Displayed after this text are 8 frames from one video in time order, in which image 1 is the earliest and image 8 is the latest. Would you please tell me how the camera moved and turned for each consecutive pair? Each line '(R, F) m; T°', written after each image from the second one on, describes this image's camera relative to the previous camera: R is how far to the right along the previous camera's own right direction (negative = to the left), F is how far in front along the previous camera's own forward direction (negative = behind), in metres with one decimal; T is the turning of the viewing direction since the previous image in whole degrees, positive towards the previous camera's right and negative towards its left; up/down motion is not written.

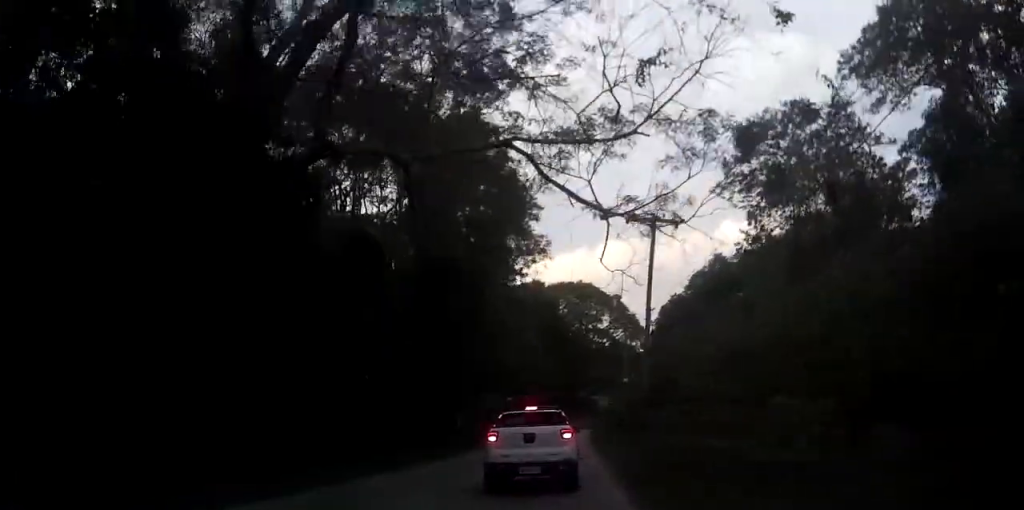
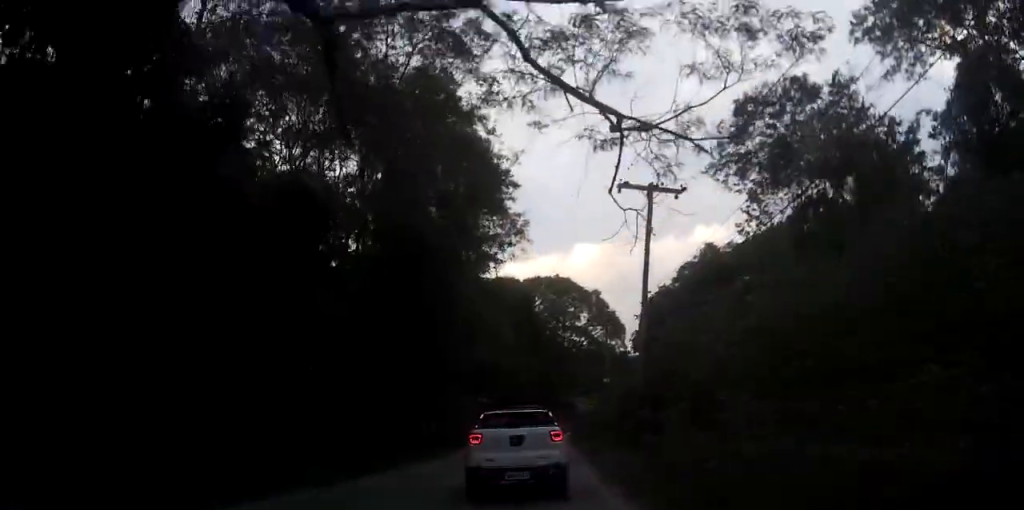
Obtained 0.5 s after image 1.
(0.0, +4.6) m; 0°
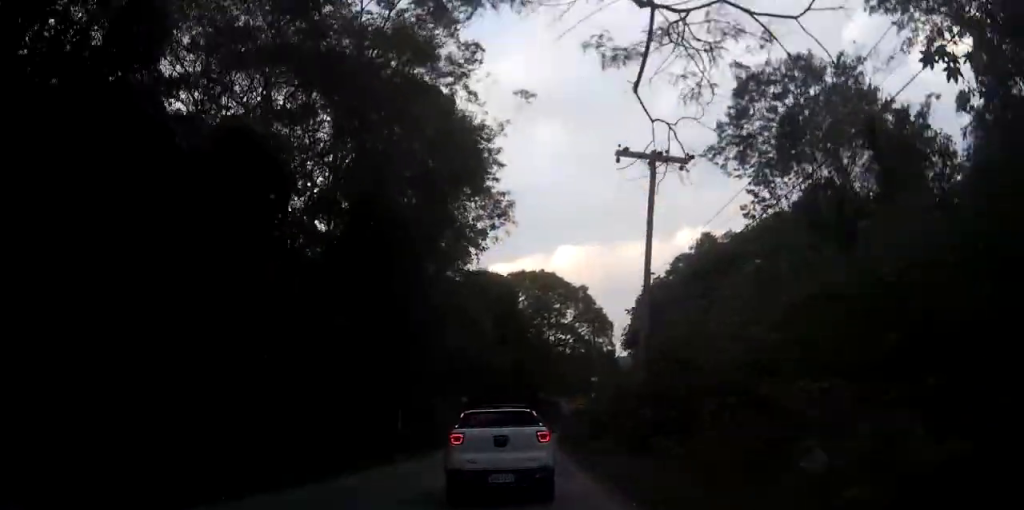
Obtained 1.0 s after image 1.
(0.0, +3.7) m; 0°
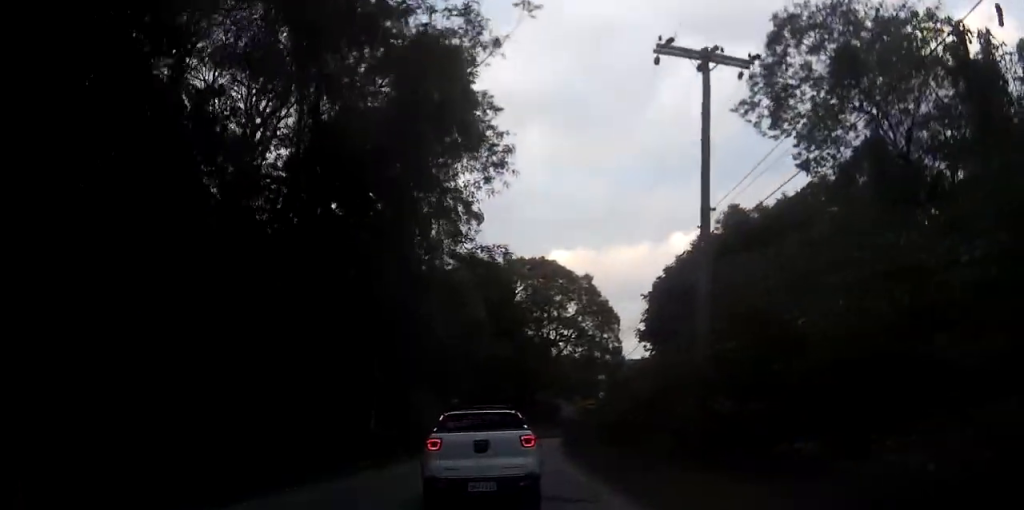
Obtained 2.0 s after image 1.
(0.0, +8.0) m; +1°
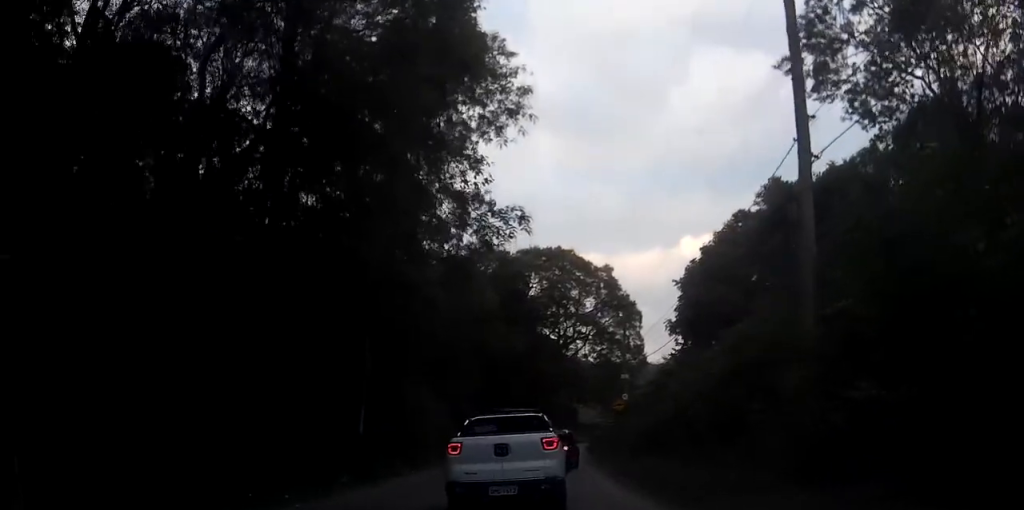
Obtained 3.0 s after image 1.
(+0.1, +5.9) m; +1°
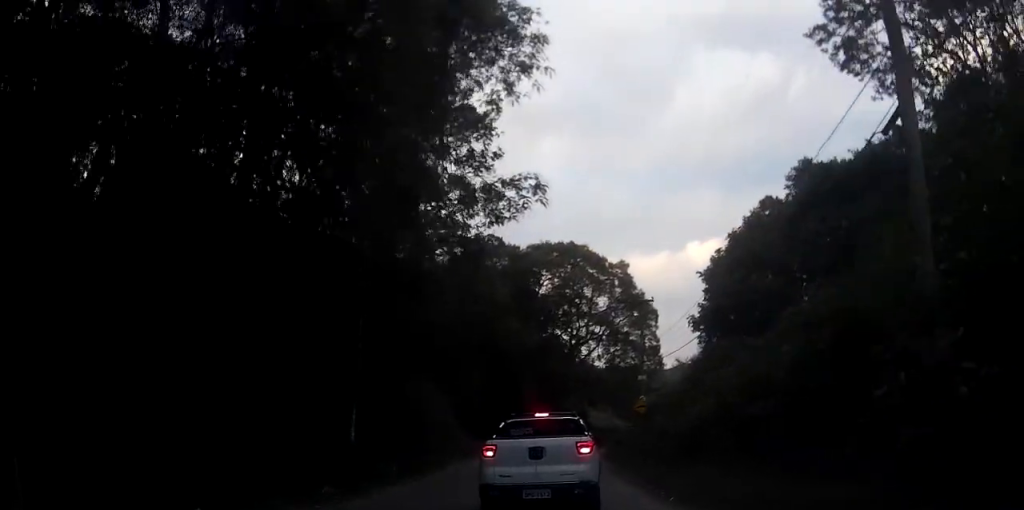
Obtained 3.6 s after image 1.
(0.0, +3.3) m; 0°
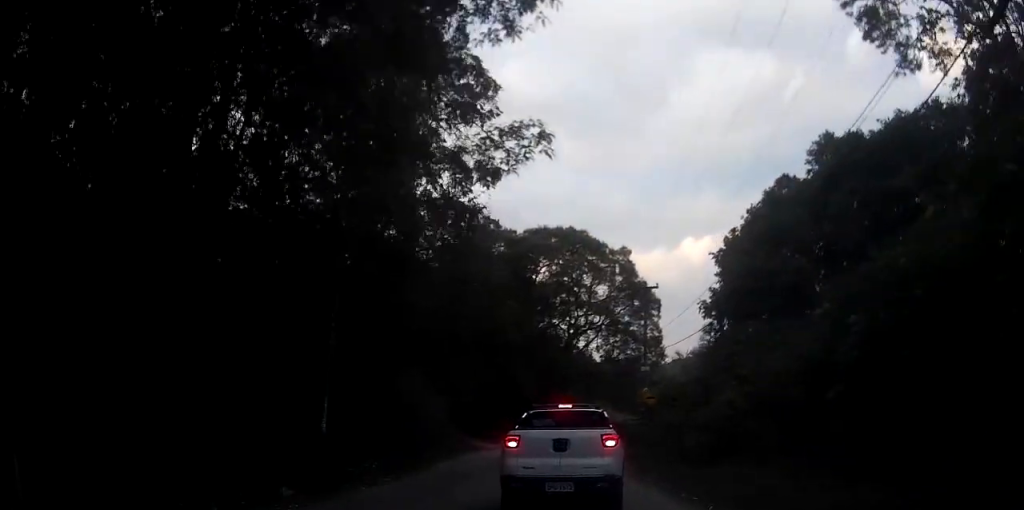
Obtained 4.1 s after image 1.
(0.0, +3.1) m; 0°
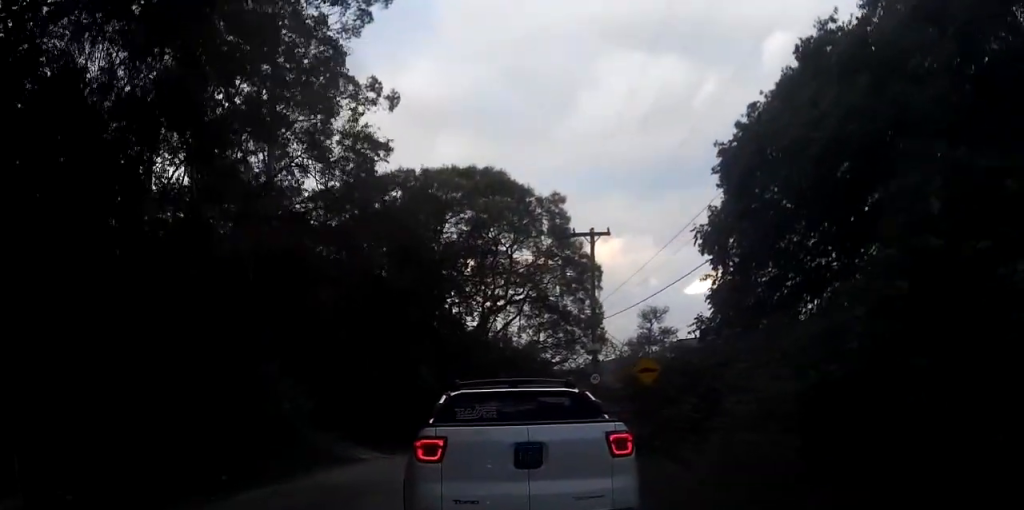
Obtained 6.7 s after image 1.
(+0.8, +13.7) m; +7°
